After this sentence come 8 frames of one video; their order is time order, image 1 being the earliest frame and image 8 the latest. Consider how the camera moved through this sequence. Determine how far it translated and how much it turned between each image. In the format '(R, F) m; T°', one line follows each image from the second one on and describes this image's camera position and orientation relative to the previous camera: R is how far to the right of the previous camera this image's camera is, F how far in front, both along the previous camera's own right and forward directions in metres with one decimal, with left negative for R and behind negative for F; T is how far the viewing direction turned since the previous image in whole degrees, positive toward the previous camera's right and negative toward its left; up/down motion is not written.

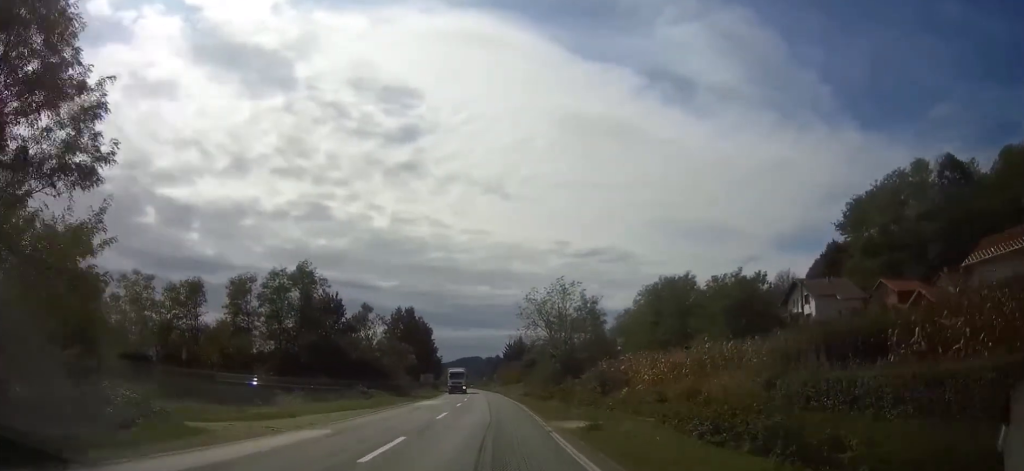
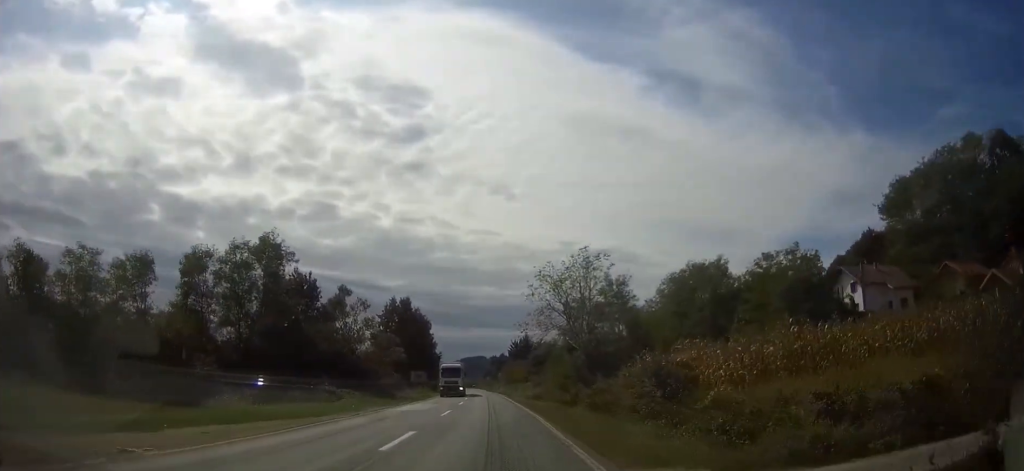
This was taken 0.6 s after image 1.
(0.0, +13.0) m; 0°
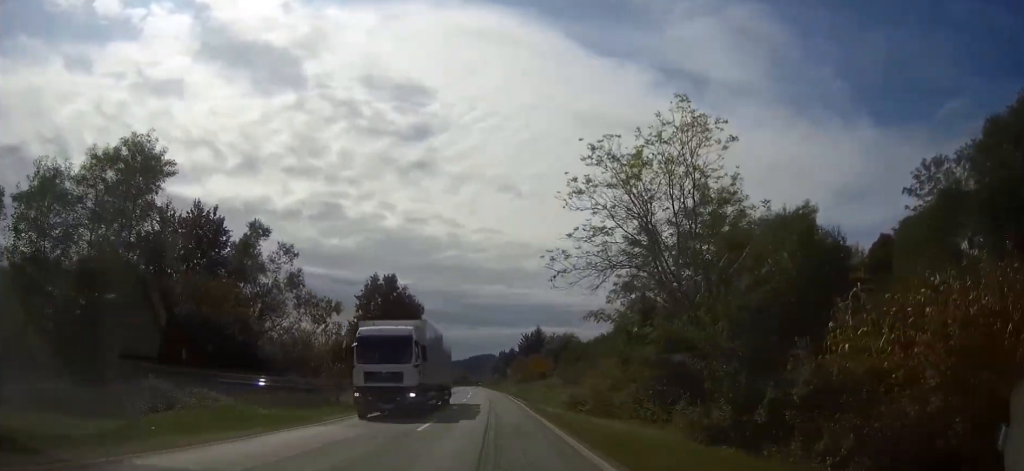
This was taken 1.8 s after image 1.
(-0.2, +24.3) m; -1°
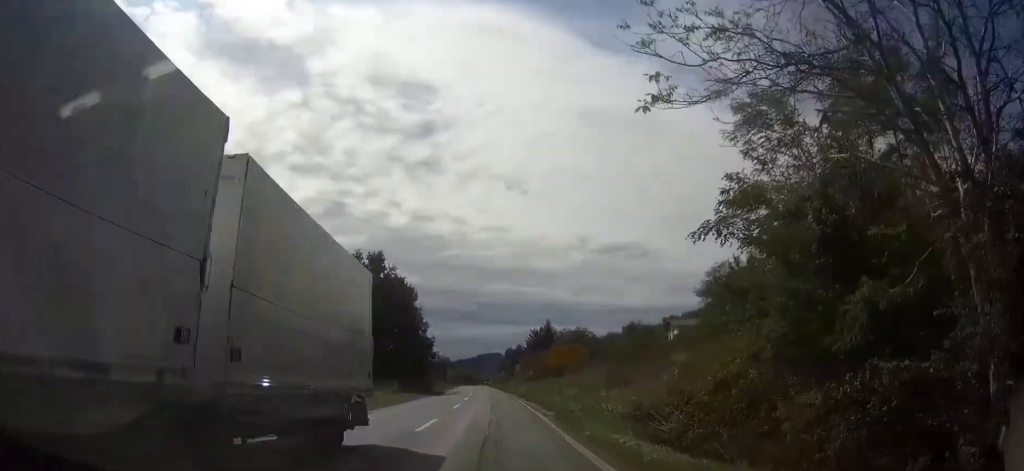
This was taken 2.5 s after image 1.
(-0.1, +15.4) m; -1°
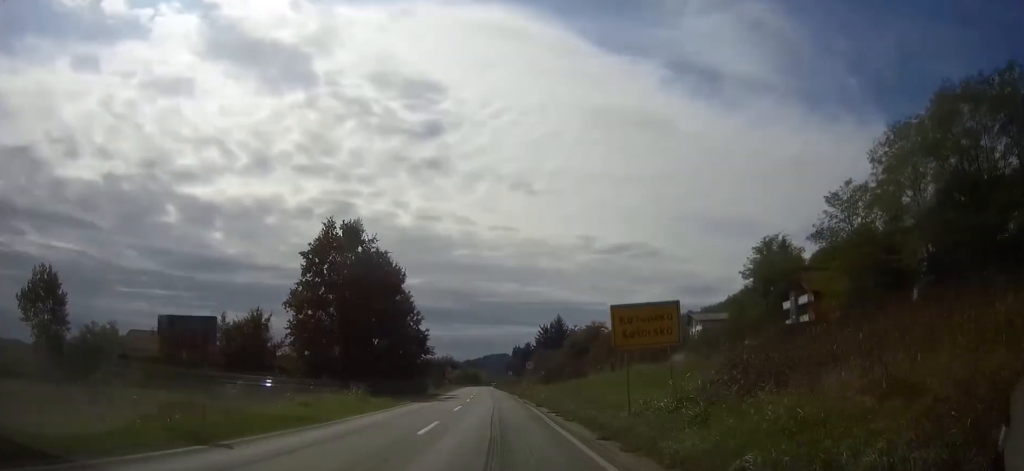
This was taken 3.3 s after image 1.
(0.0, +16.3) m; 0°
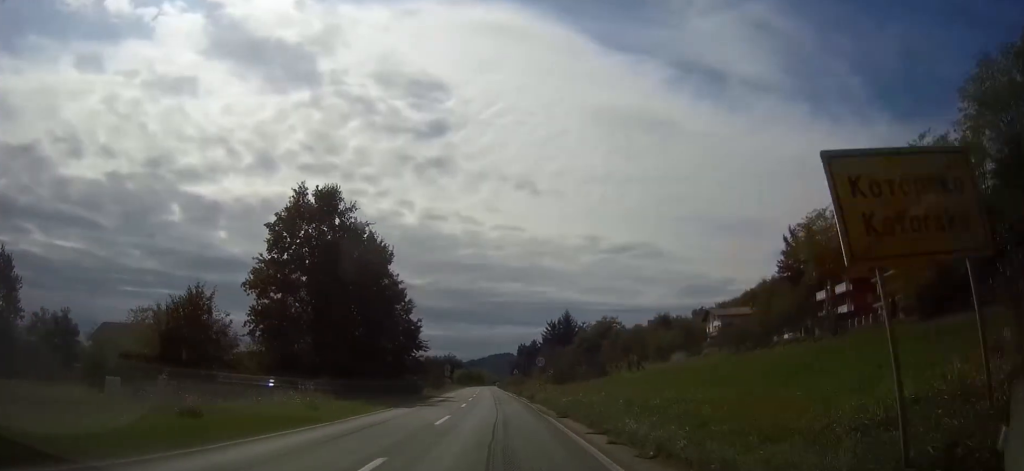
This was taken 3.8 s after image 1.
(-0.1, +11.2) m; 0°
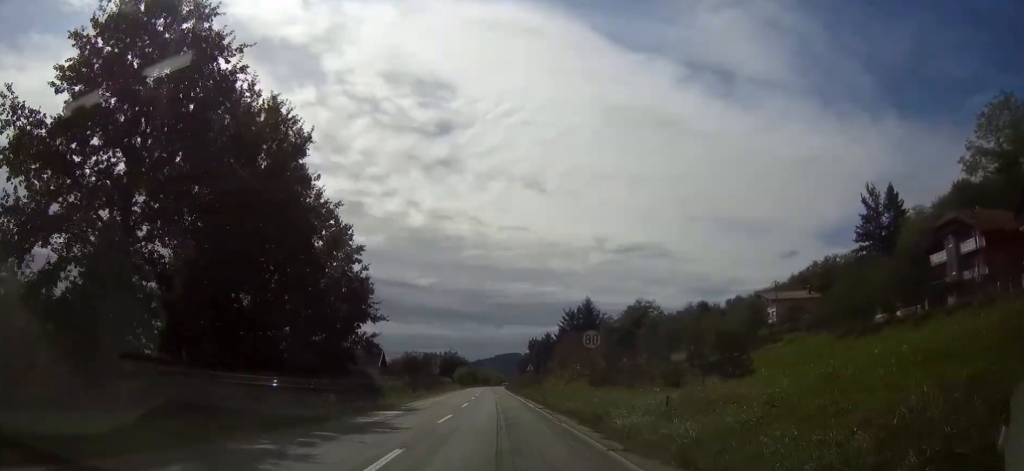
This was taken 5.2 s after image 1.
(0.0, +28.9) m; 0°
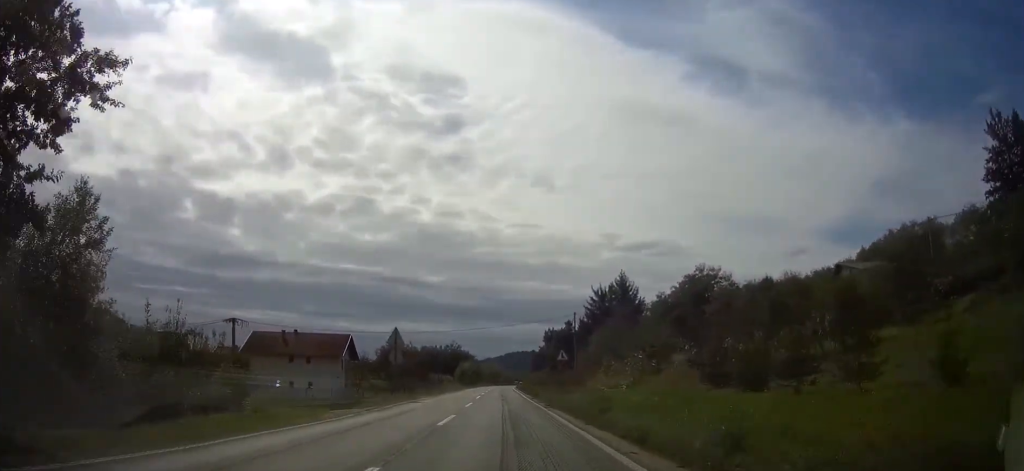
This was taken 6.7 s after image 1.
(-0.5, +33.0) m; -1°
